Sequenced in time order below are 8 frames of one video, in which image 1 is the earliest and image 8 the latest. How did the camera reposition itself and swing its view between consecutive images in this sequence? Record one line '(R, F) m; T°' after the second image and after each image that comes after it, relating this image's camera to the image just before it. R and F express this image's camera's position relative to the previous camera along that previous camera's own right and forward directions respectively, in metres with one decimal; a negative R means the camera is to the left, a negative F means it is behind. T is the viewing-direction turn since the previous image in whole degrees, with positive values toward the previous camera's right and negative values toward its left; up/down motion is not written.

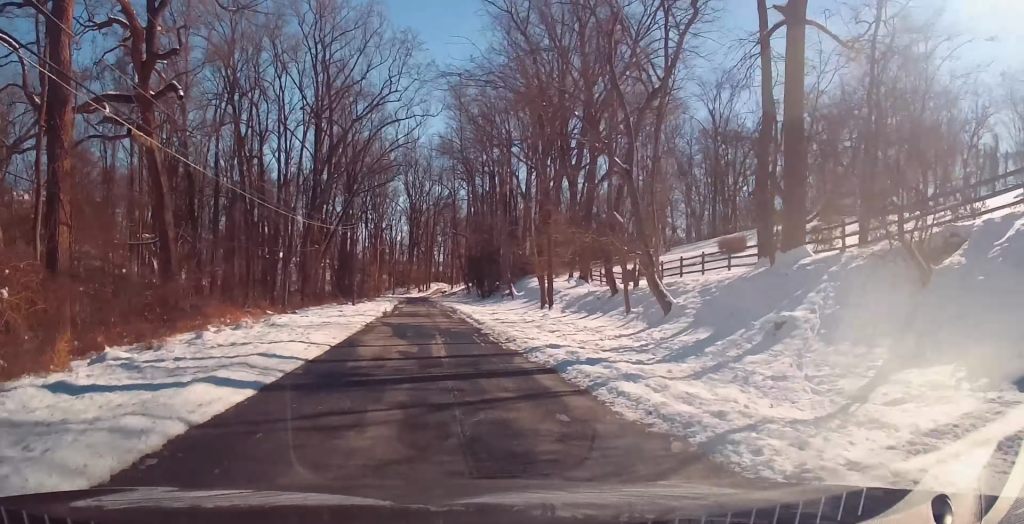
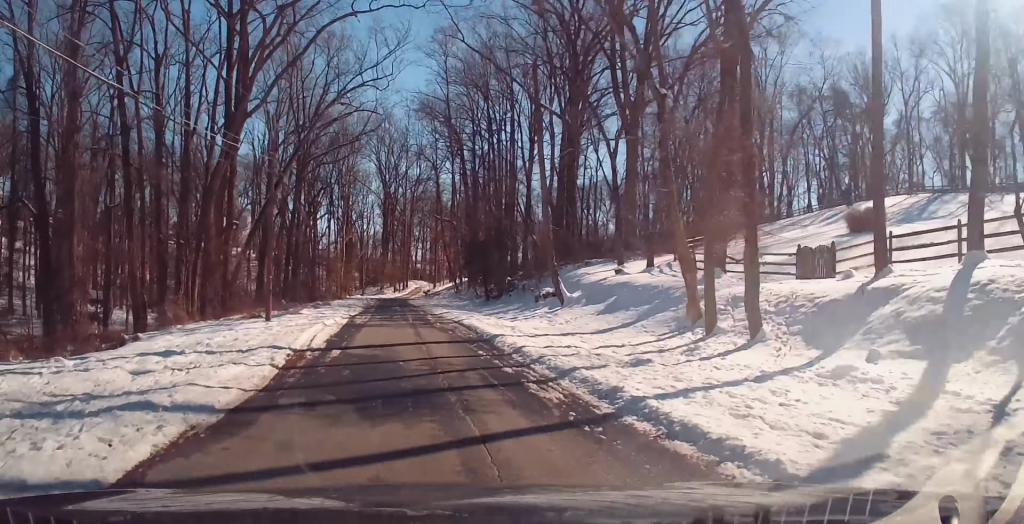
(+0.1, +25.1) m; 0°
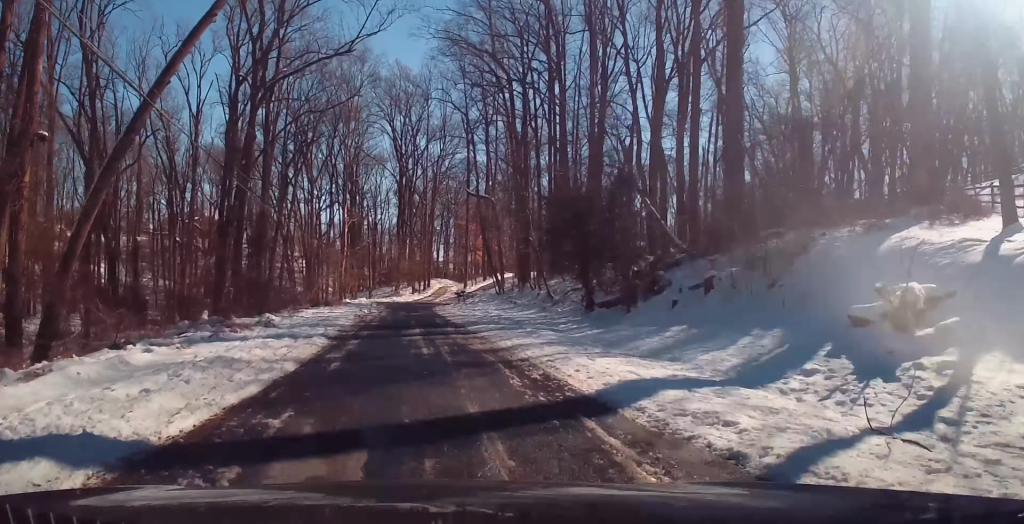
(+0.4, +28.2) m; +2°
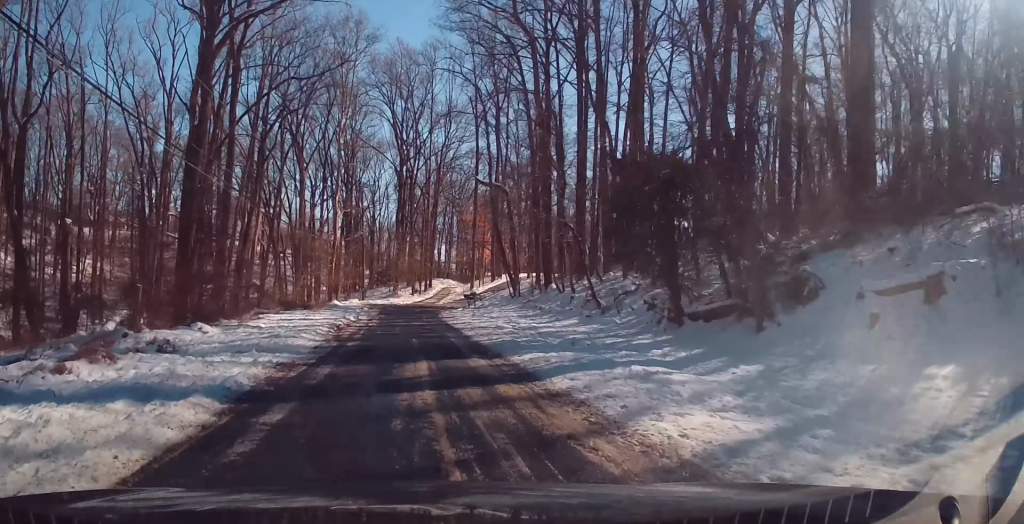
(0.0, +10.6) m; -1°
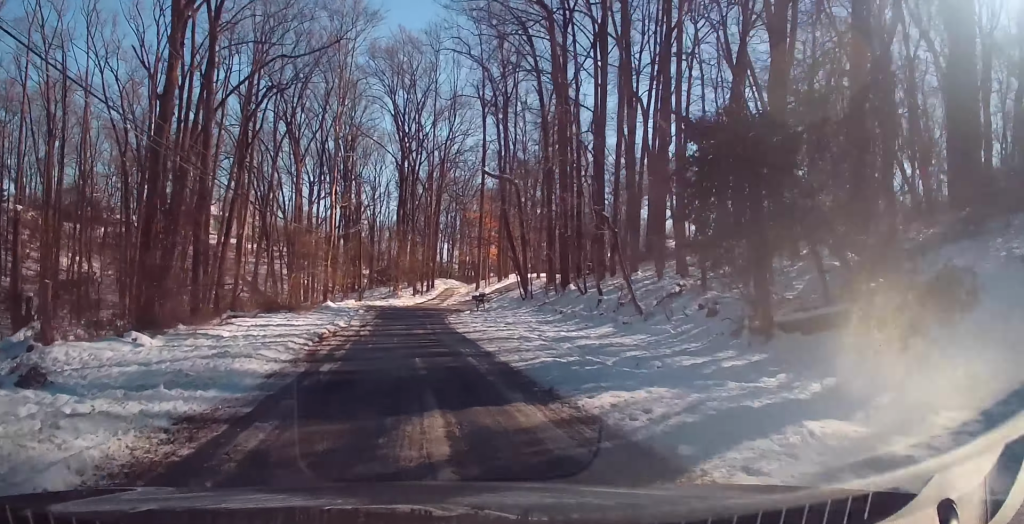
(+0.1, +5.5) m; -1°
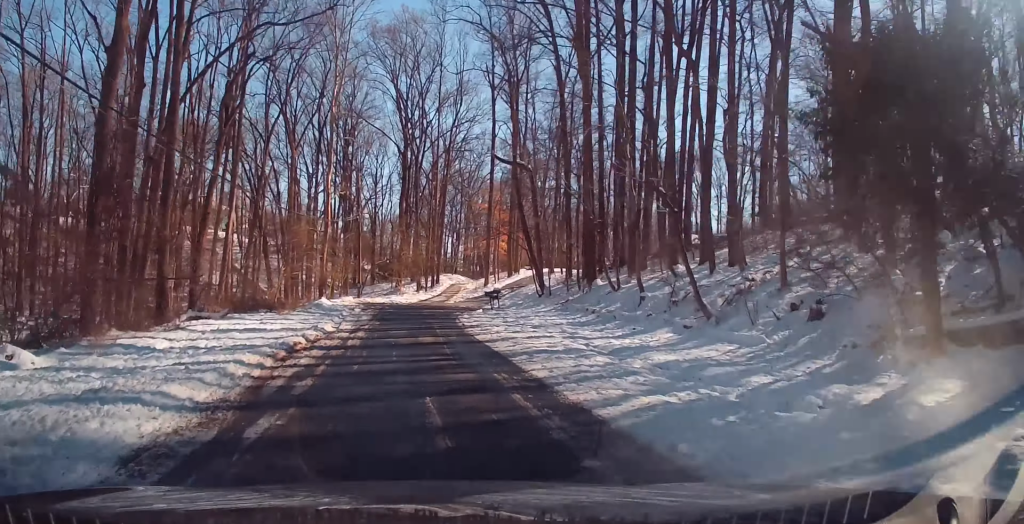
(-0.2, +5.5) m; 0°
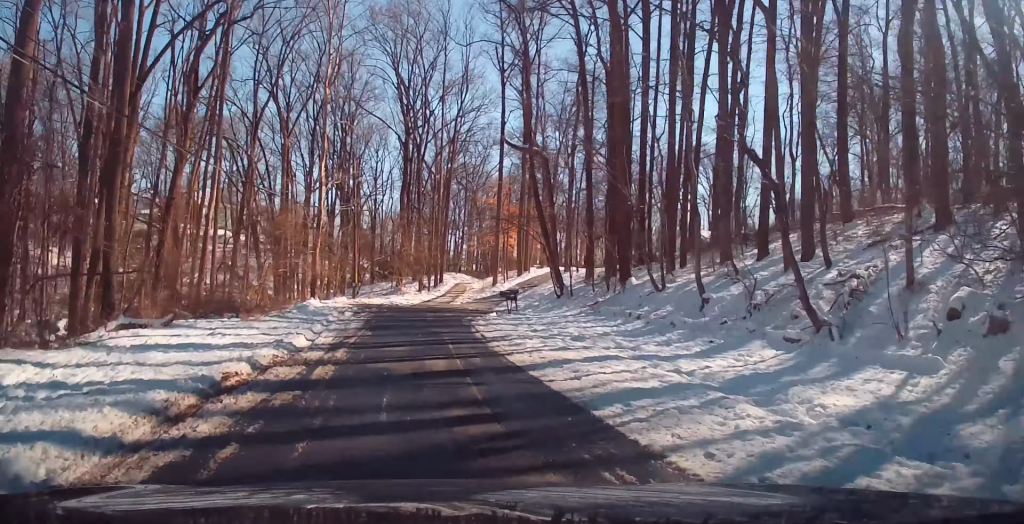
(-0.2, +6.0) m; 0°
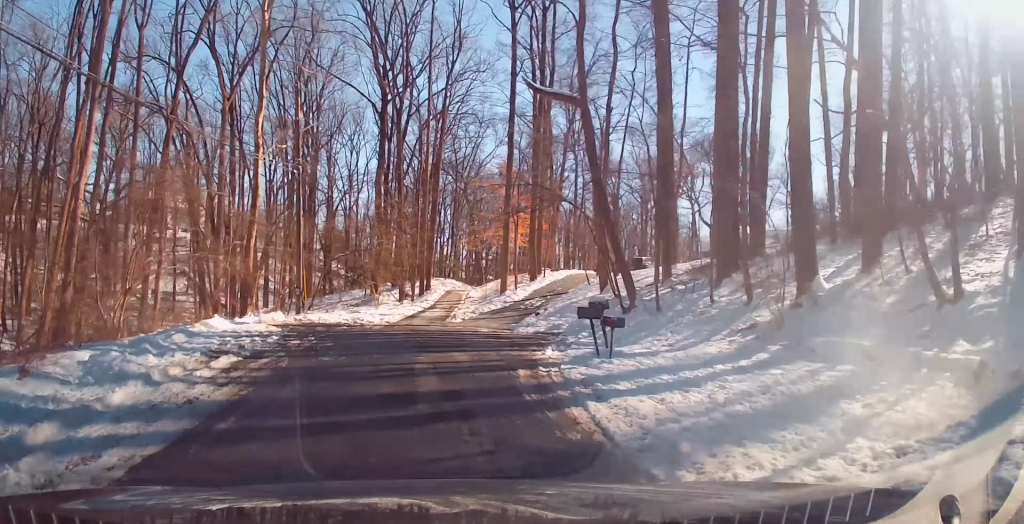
(+0.8, +17.3) m; +6°
